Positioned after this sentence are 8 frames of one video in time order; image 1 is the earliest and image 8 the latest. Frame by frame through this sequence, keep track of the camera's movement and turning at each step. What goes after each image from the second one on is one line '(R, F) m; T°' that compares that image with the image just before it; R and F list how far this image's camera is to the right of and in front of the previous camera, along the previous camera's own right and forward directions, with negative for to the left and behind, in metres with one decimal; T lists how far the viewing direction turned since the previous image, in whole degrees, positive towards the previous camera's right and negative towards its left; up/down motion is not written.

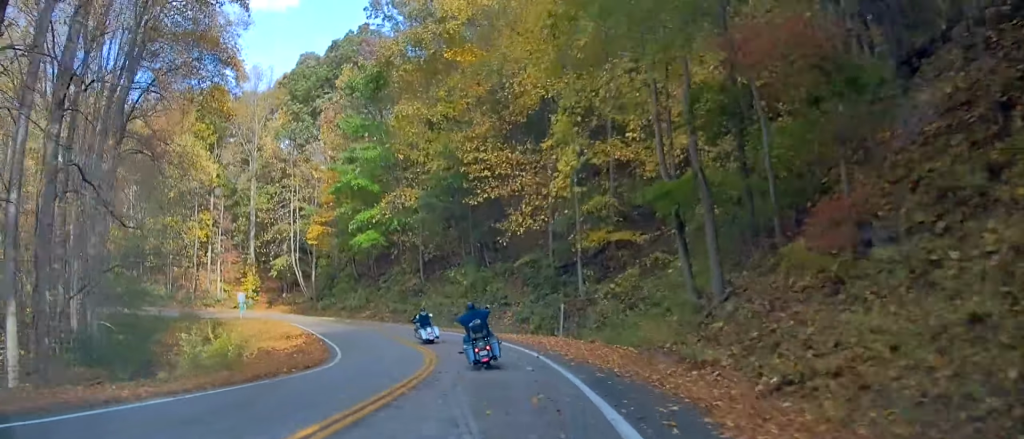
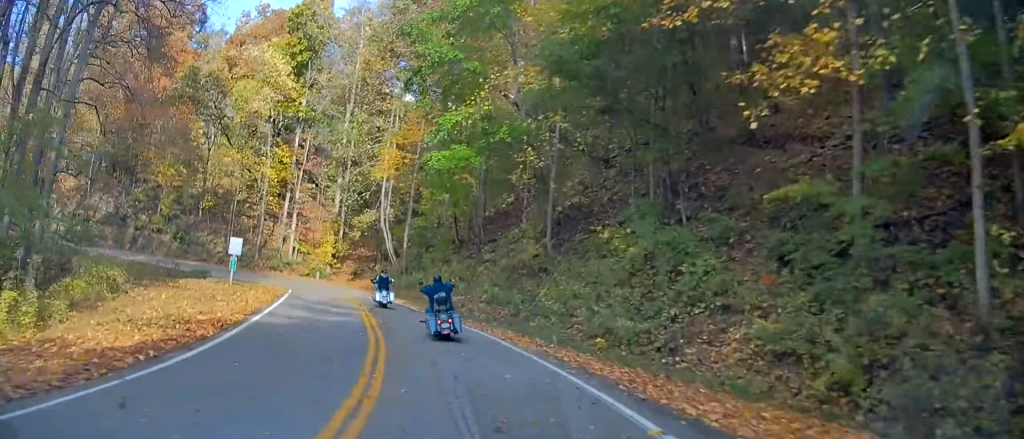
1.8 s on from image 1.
(-1.3, +23.5) m; -9°
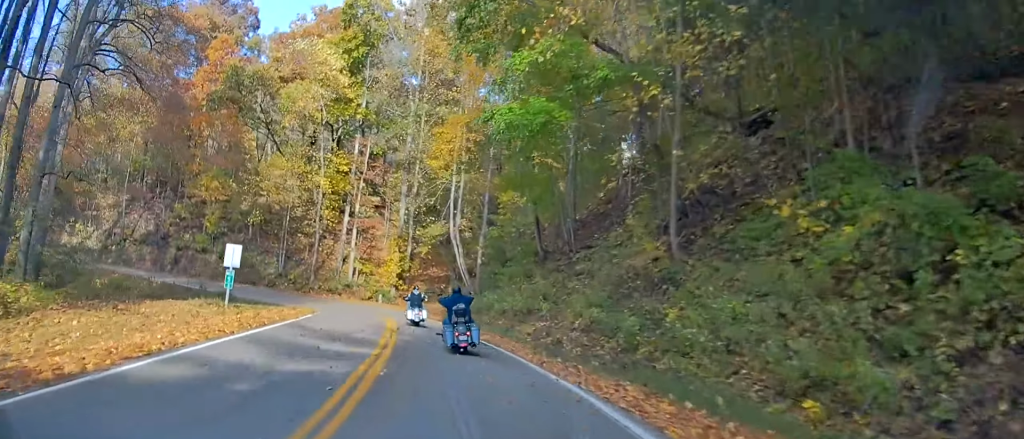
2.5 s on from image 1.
(-0.6, +8.5) m; -6°
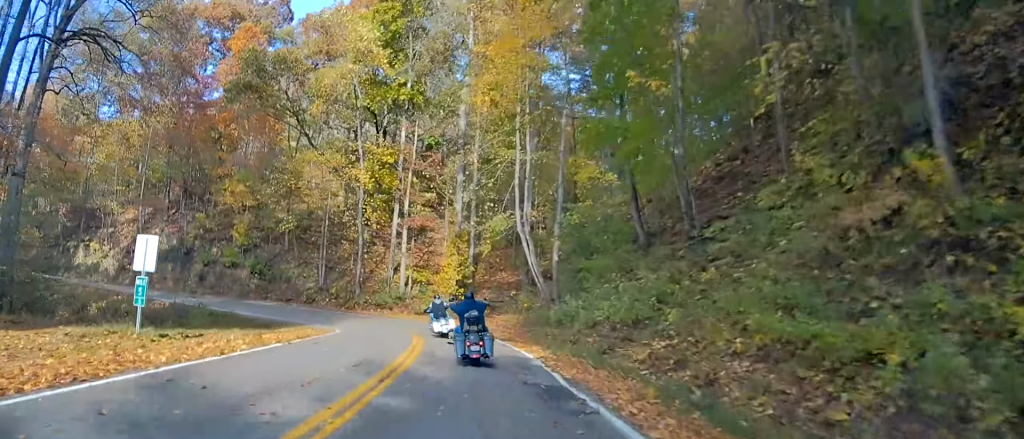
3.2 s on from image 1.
(-0.5, +9.1) m; -5°
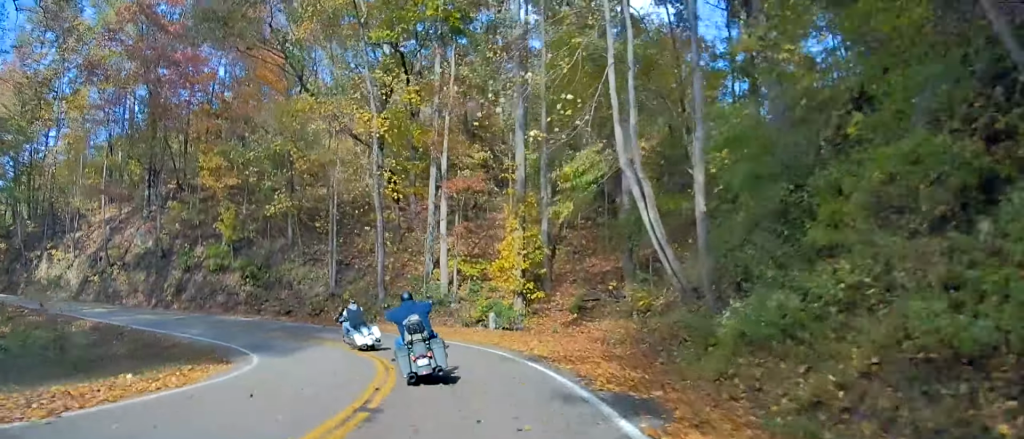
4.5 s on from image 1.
(-1.0, +14.9) m; -6°
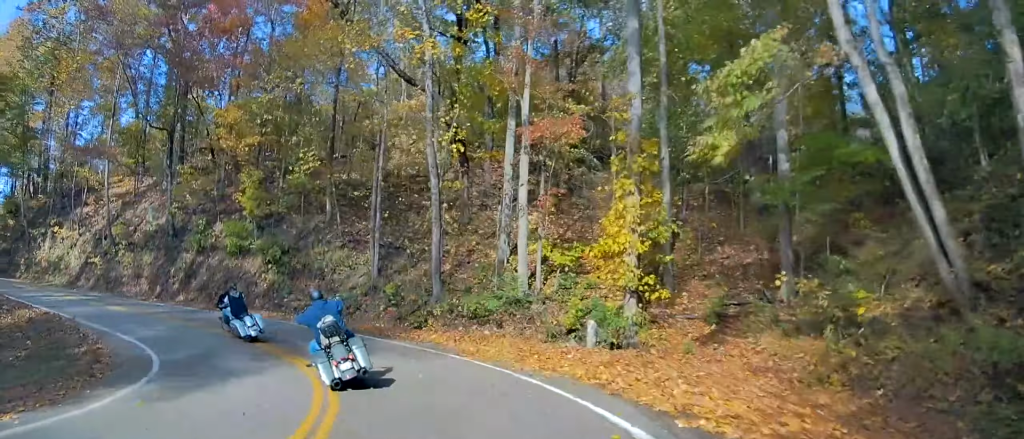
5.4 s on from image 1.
(-0.3, +9.5) m; -10°
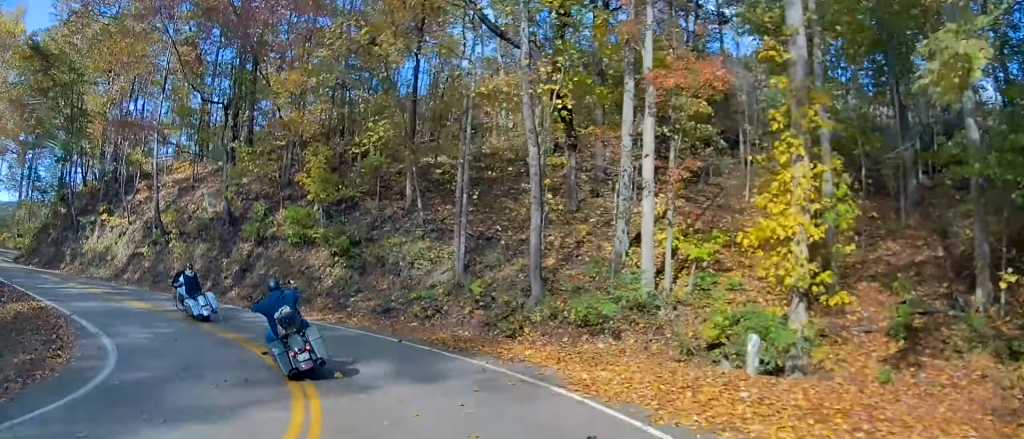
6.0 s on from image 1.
(-0.2, +5.2) m; -9°
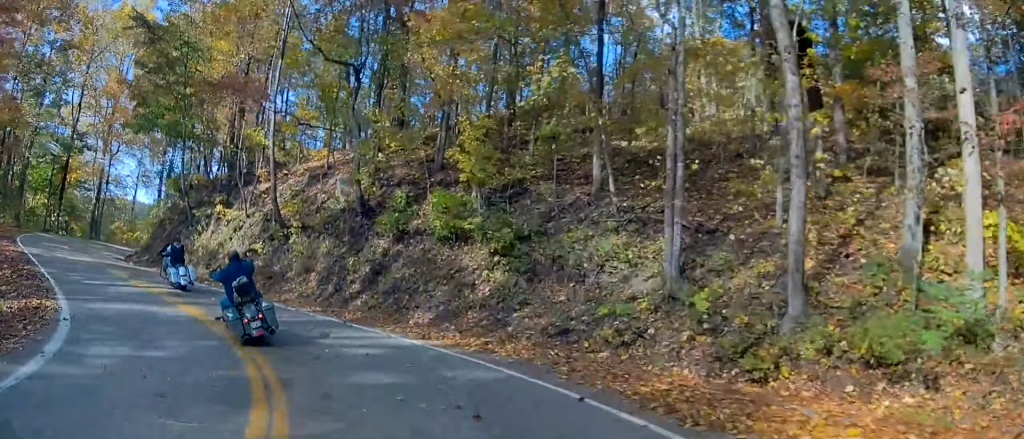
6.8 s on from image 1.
(-1.0, +6.8) m; -16°
